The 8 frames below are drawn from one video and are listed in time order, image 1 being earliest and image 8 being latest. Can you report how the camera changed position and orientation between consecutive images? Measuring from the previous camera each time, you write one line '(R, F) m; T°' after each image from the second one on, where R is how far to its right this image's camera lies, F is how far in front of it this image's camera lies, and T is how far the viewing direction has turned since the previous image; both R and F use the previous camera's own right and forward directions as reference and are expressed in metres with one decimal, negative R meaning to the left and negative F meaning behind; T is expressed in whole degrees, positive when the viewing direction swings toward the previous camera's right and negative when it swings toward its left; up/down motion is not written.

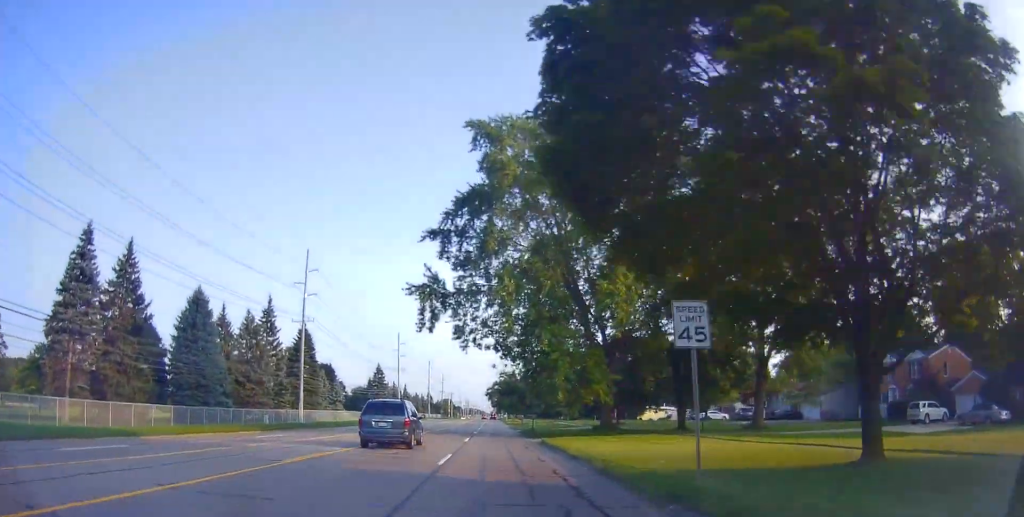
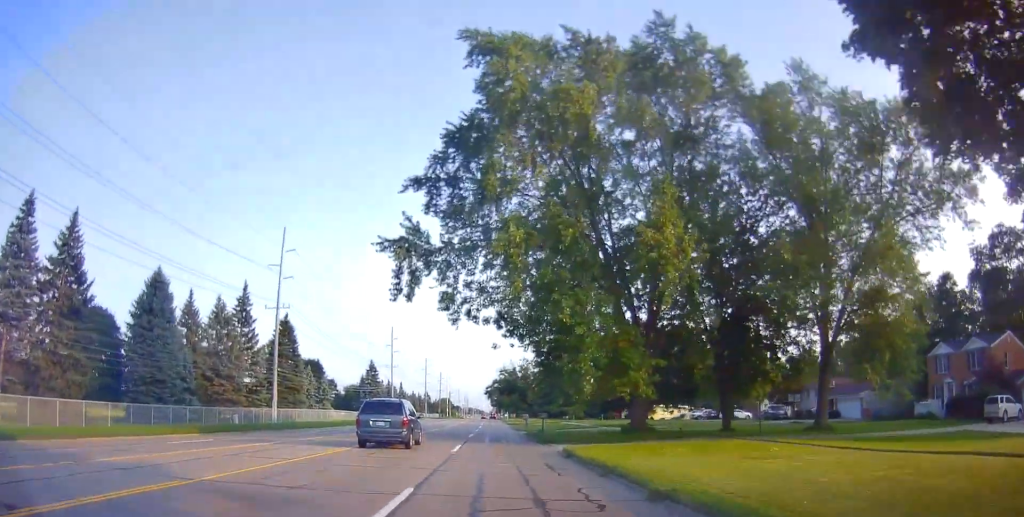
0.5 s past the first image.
(0.0, +8.7) m; -1°
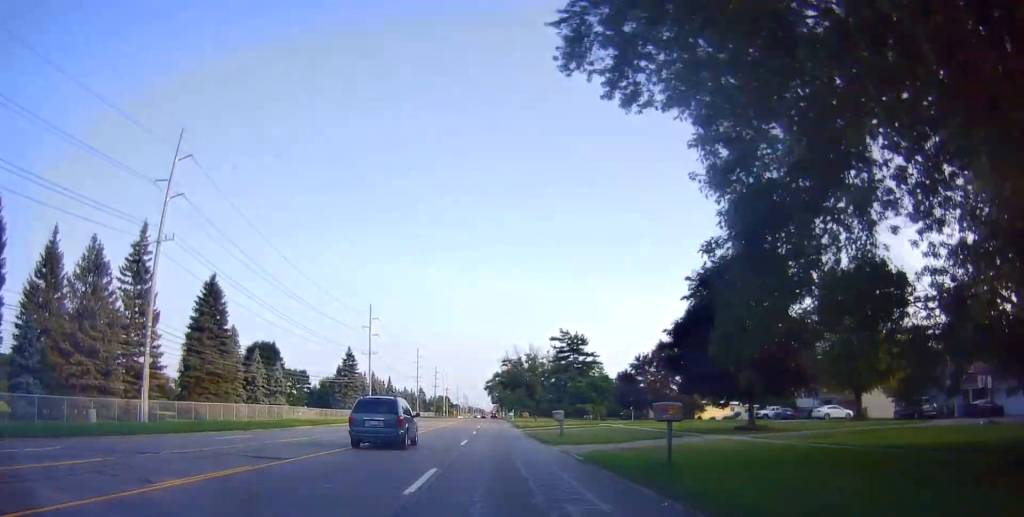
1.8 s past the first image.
(-0.5, +26.7) m; -1°
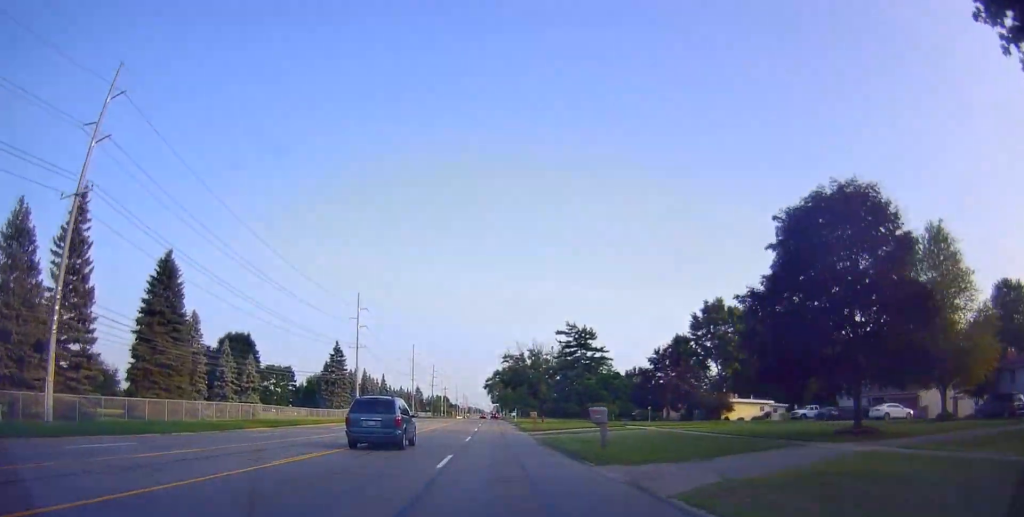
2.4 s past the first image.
(0.0, +12.0) m; 0°
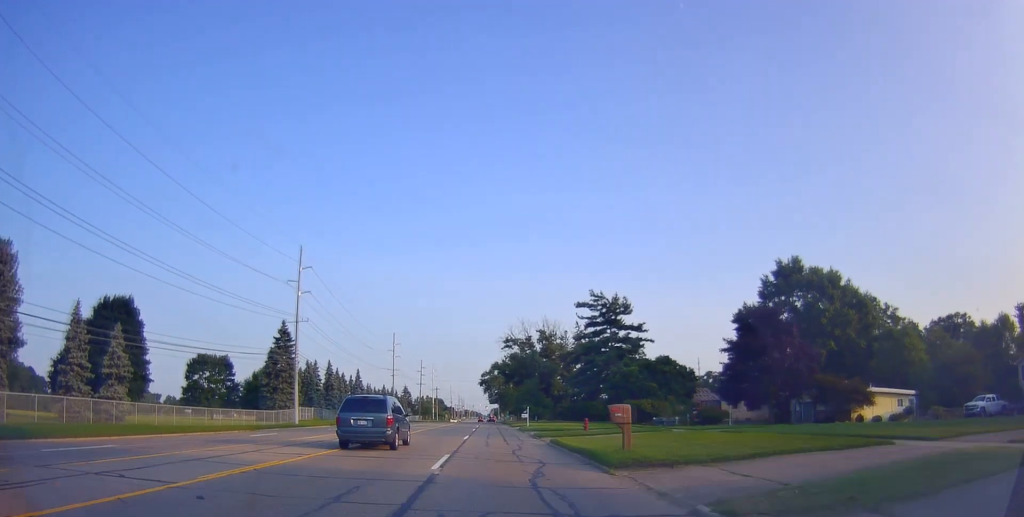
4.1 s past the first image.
(+0.6, +34.3) m; +2°
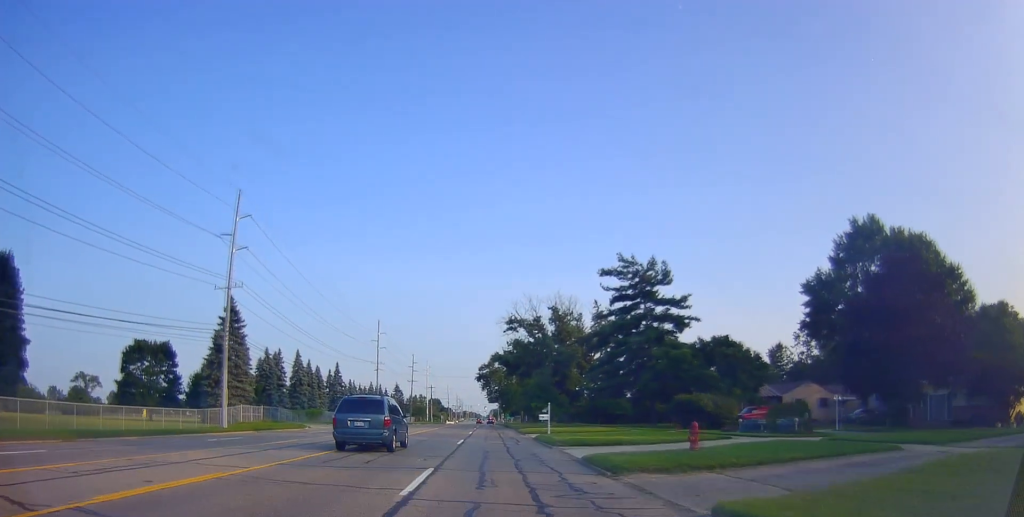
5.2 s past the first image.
(+0.2, +20.5) m; 0°
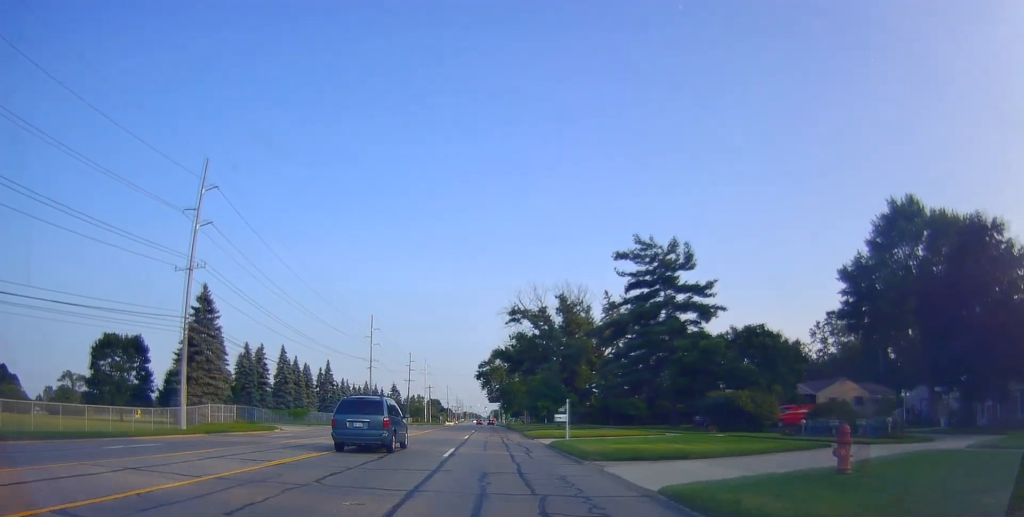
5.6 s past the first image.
(-0.1, +7.0) m; 0°
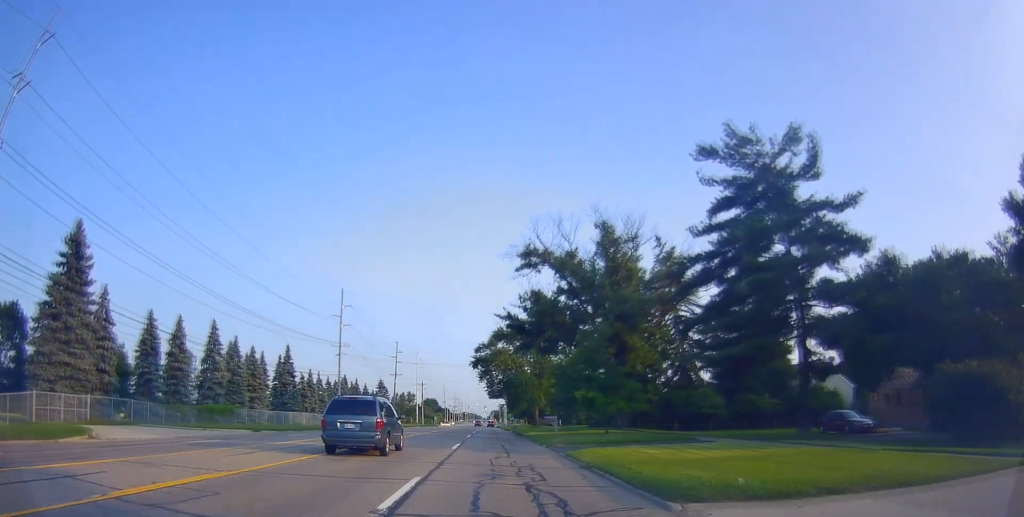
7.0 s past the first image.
(-0.2, +22.4) m; 0°
